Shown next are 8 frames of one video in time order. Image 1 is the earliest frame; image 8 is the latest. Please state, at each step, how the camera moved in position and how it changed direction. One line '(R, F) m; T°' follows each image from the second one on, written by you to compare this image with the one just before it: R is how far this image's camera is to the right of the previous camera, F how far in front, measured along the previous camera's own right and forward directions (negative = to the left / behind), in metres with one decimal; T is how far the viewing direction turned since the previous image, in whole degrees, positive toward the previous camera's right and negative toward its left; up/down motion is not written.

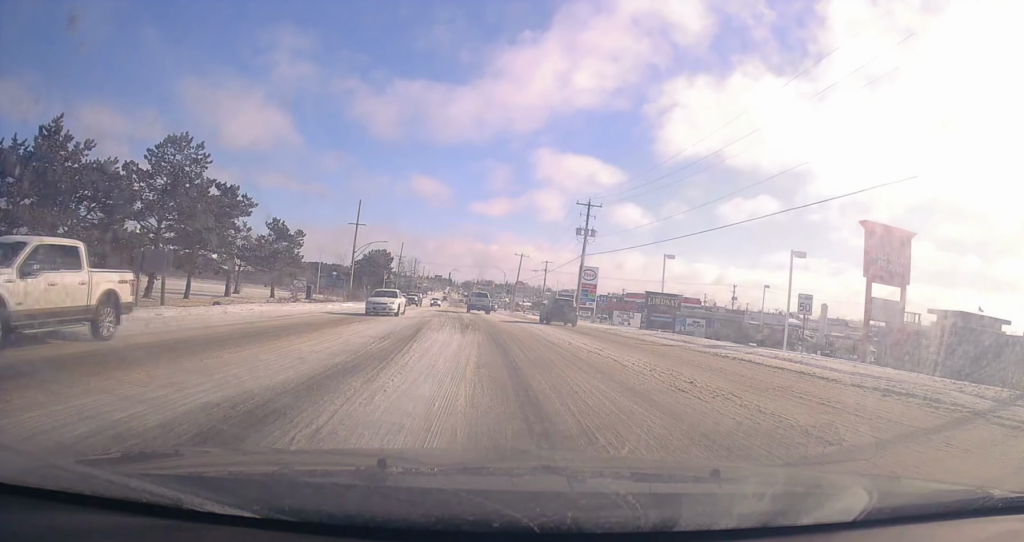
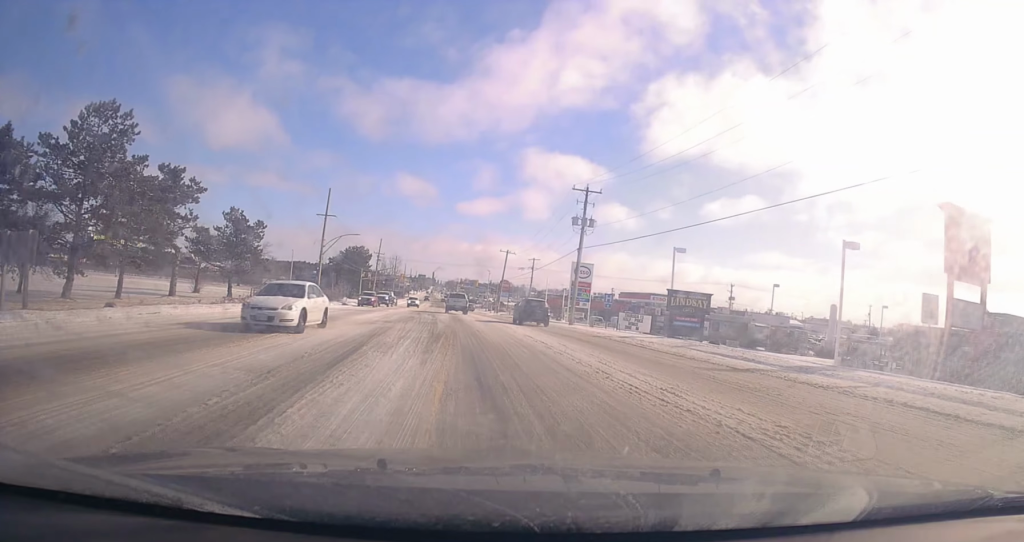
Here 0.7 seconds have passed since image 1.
(+0.3, +7.7) m; 0°
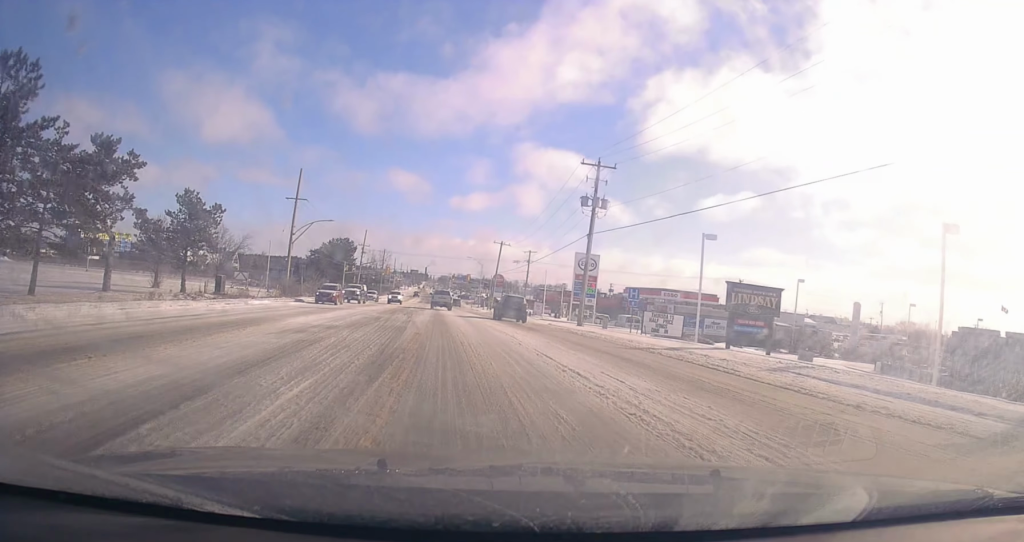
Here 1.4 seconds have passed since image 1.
(-0.4, +8.7) m; 0°
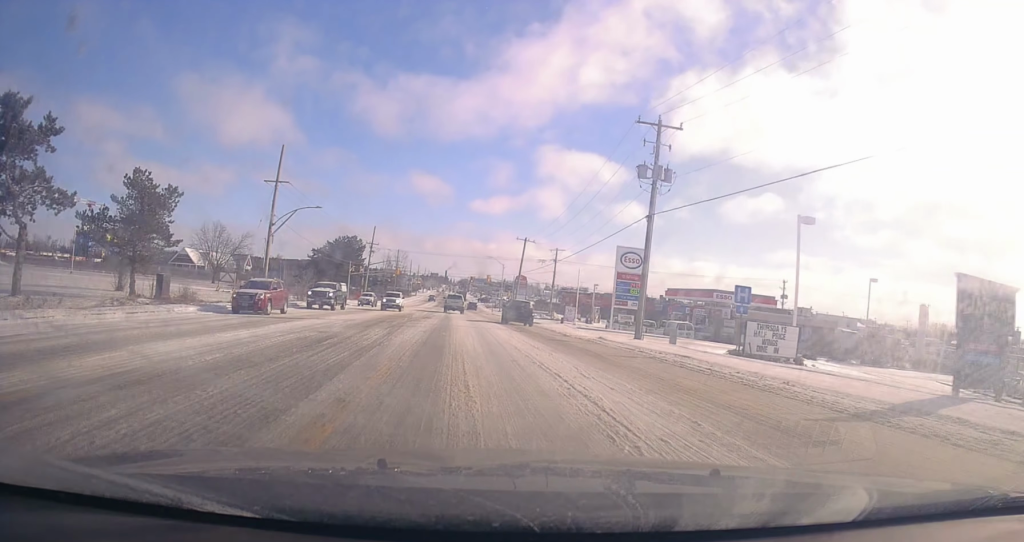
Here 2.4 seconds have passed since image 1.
(+0.3, +11.6) m; 0°
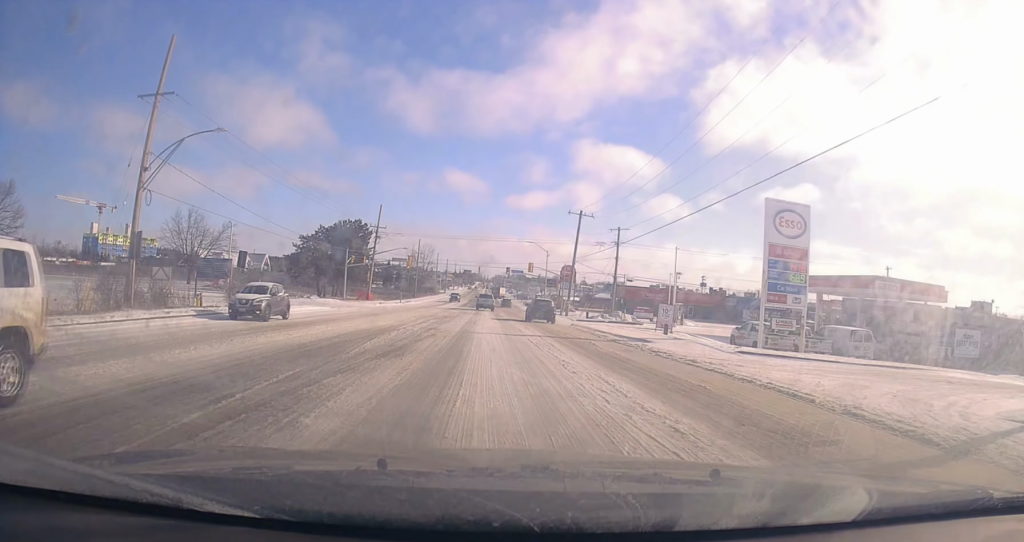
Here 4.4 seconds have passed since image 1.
(-0.6, +24.5) m; -2°
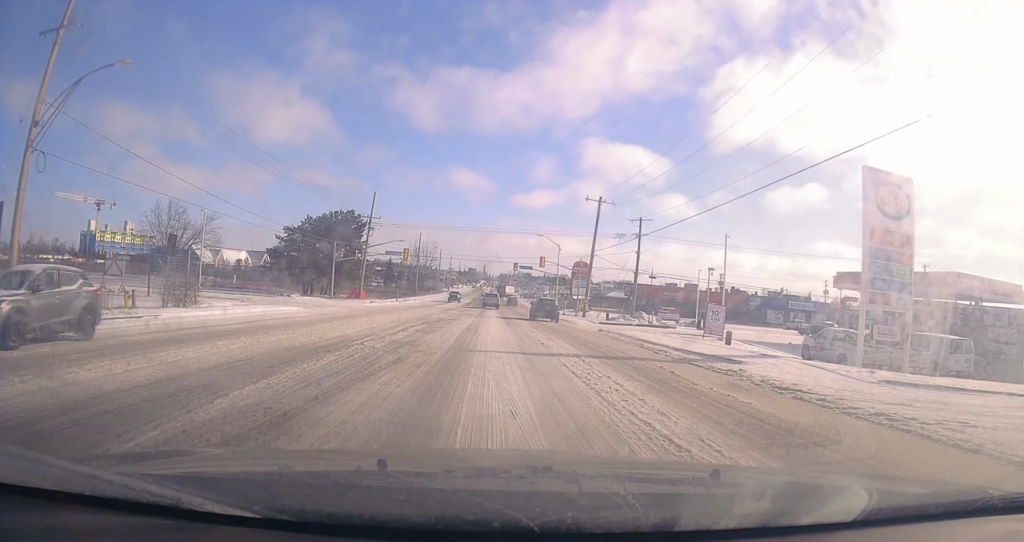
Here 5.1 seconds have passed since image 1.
(0.0, +8.4) m; -2°
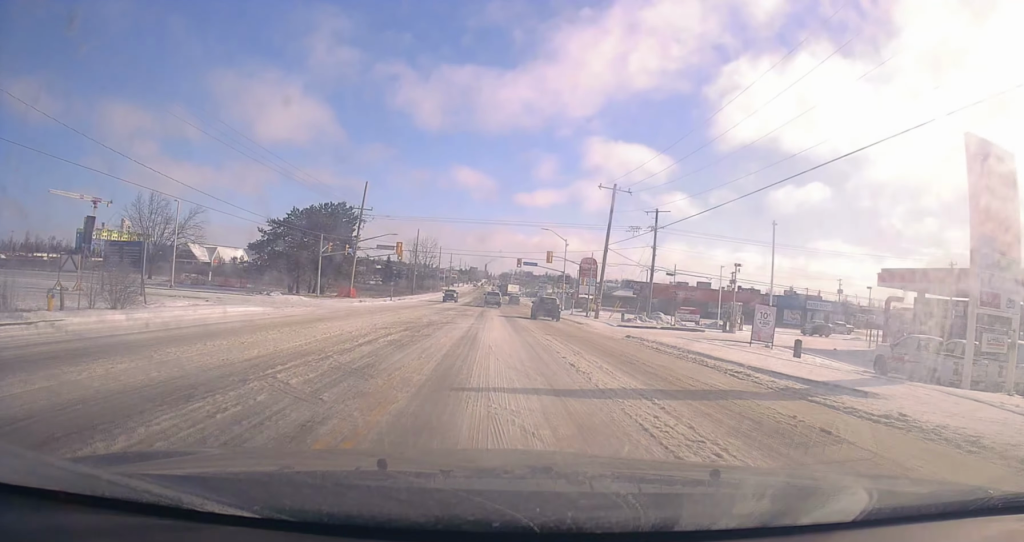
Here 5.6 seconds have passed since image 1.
(+0.1, +5.8) m; -1°
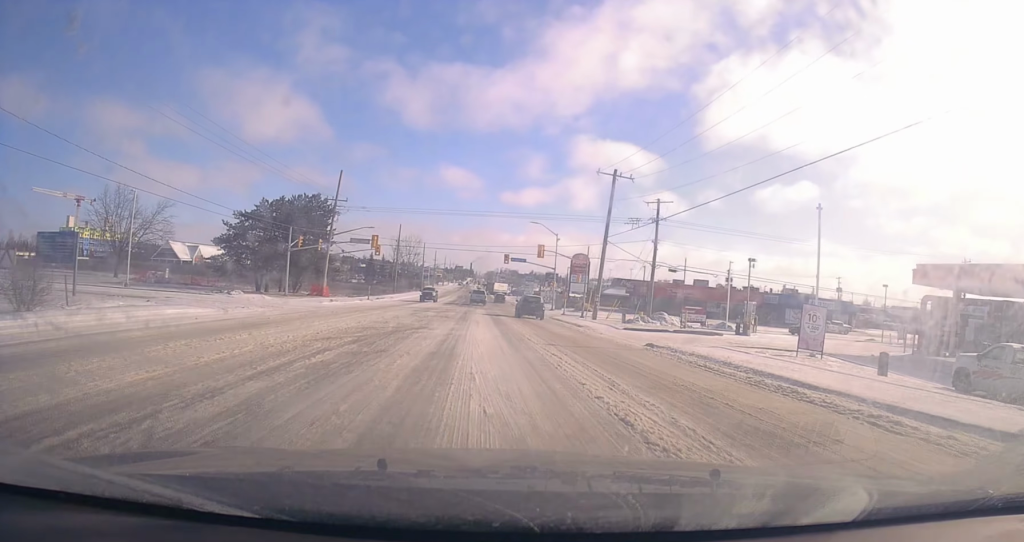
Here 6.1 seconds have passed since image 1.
(-0.2, +5.7) m; 0°
